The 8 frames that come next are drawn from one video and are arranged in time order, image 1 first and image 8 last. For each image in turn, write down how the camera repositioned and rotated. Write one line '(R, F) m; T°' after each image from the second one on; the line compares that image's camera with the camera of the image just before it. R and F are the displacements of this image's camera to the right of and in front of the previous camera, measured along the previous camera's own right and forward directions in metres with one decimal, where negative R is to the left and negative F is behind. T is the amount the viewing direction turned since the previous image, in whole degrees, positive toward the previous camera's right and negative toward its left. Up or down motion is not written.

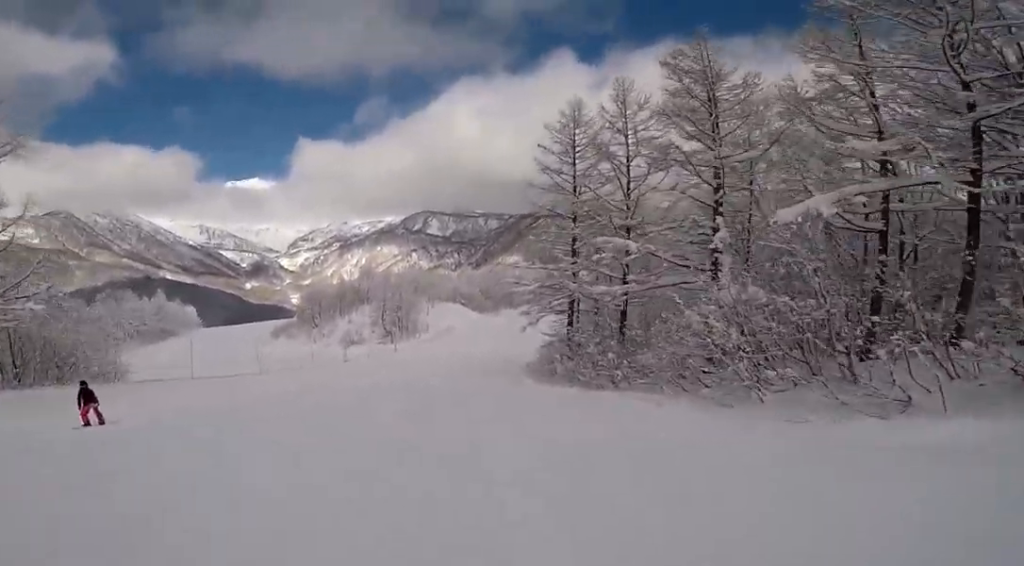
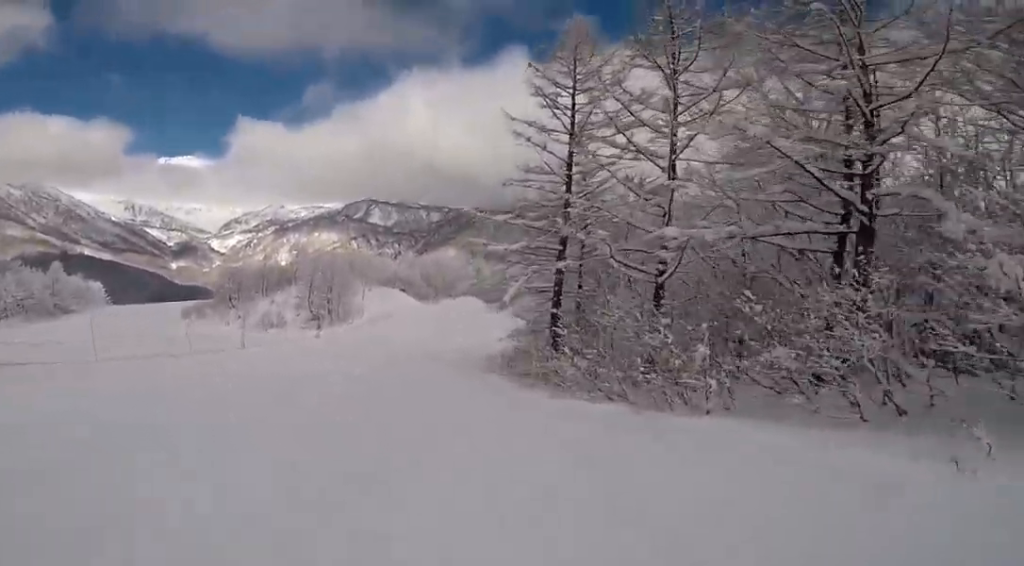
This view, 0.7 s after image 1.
(+0.2, +7.9) m; +1°
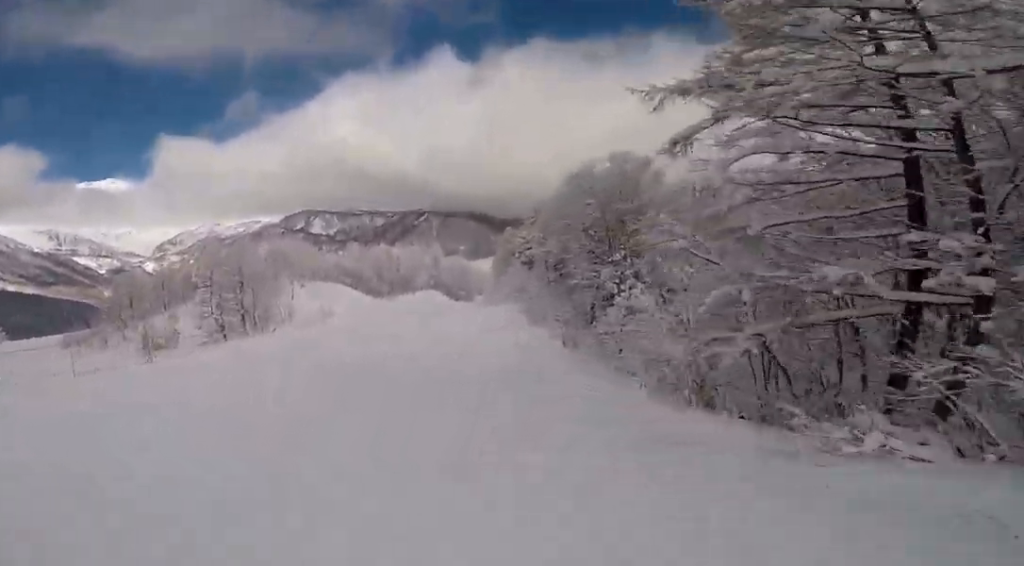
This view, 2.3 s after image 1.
(+1.0, +17.2) m; +10°
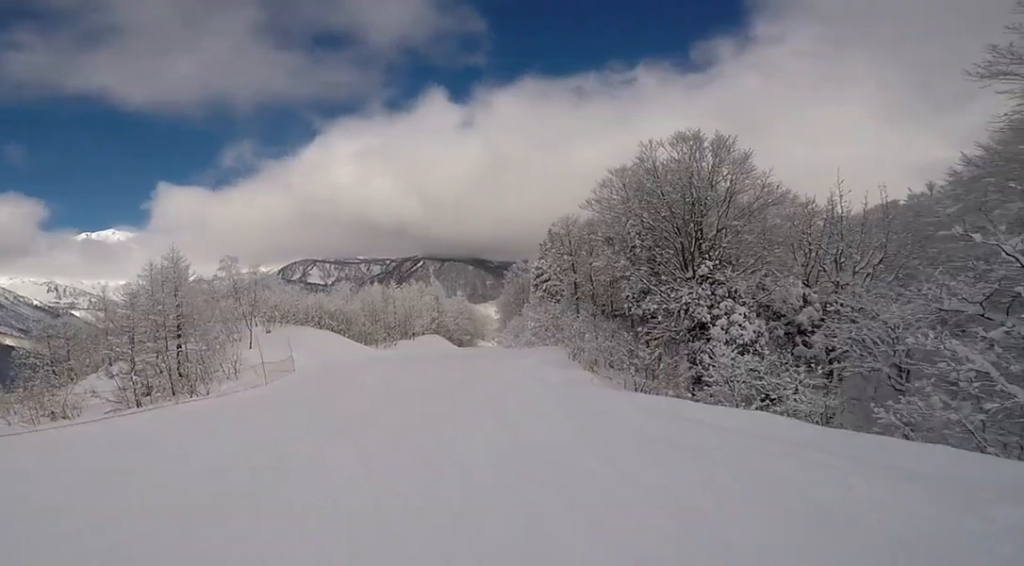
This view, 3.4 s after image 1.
(+0.6, +12.1) m; 0°
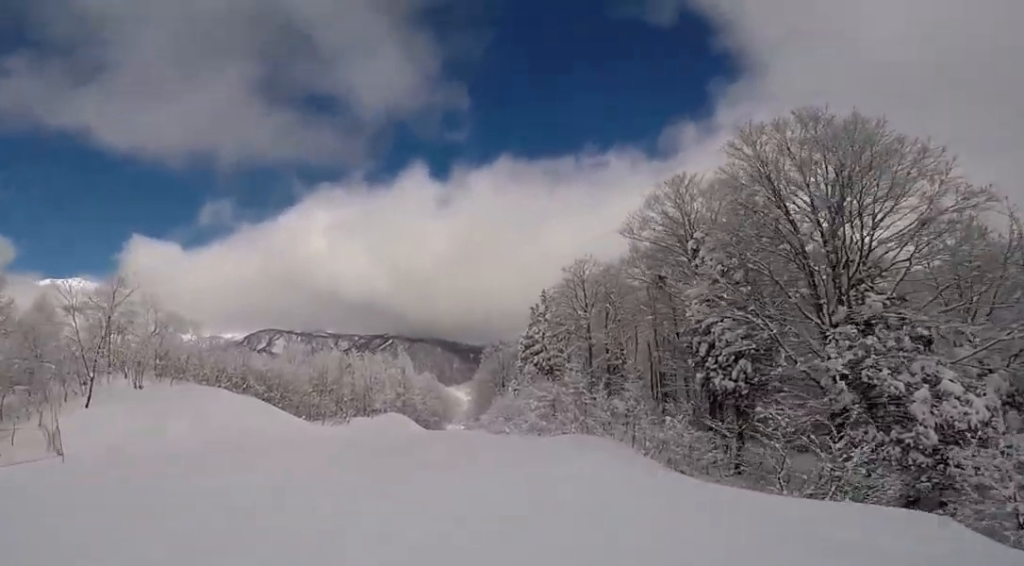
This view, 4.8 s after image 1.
(-0.5, +13.5) m; +3°
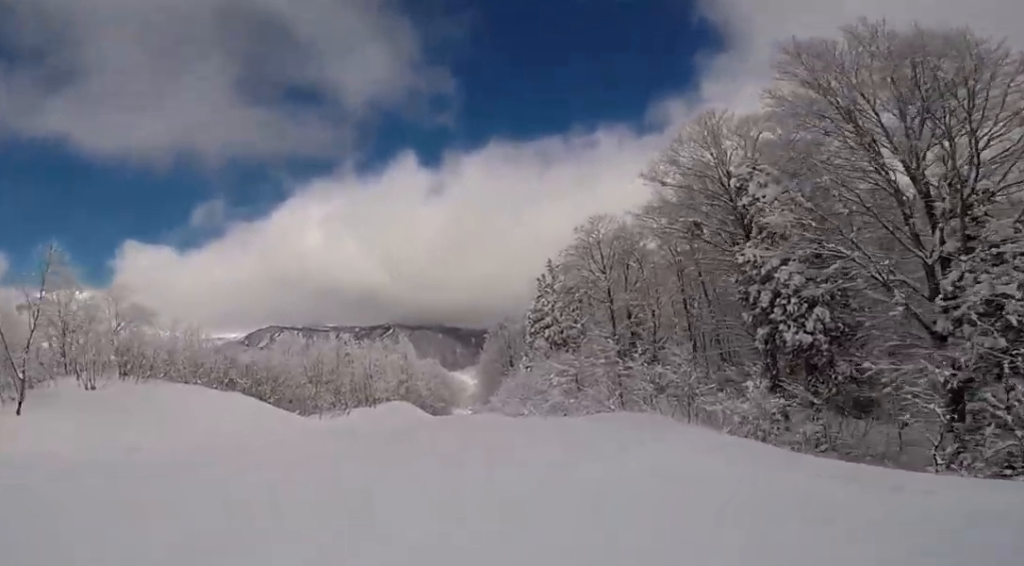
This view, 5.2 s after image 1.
(+0.1, +4.4) m; +5°
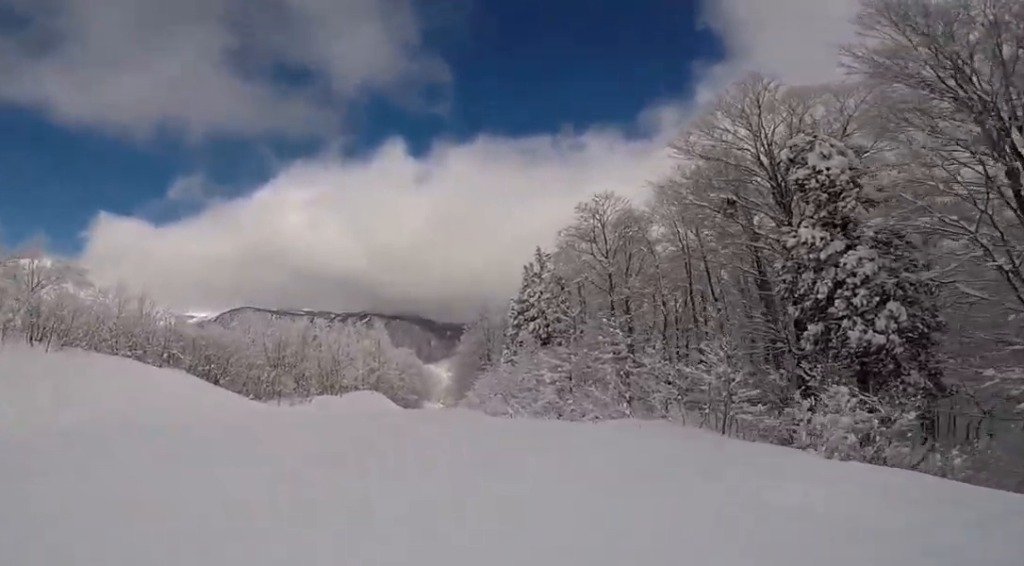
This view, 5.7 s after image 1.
(+0.2, +4.5) m; +4°
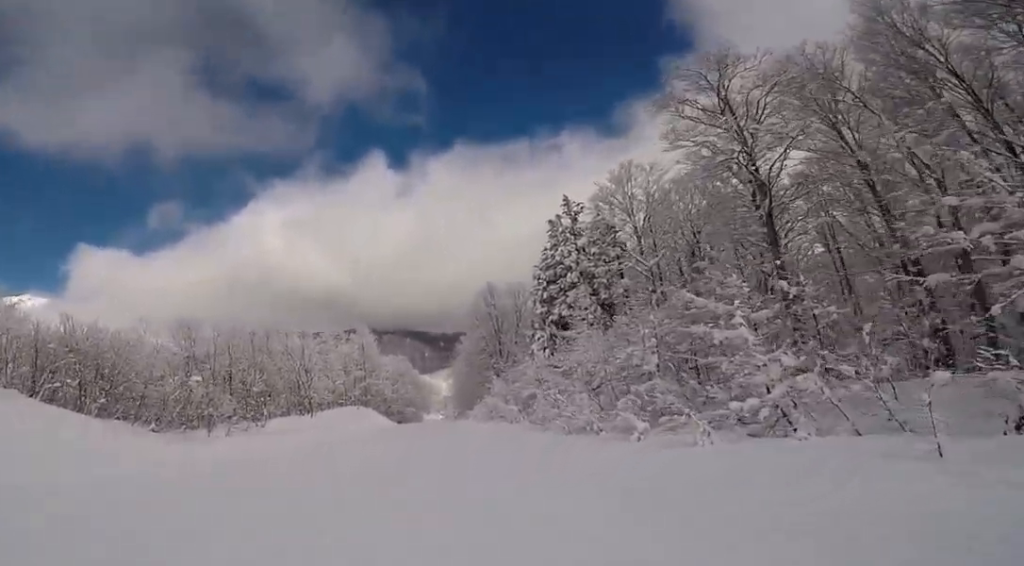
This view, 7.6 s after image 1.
(+0.3, +15.2) m; -9°
